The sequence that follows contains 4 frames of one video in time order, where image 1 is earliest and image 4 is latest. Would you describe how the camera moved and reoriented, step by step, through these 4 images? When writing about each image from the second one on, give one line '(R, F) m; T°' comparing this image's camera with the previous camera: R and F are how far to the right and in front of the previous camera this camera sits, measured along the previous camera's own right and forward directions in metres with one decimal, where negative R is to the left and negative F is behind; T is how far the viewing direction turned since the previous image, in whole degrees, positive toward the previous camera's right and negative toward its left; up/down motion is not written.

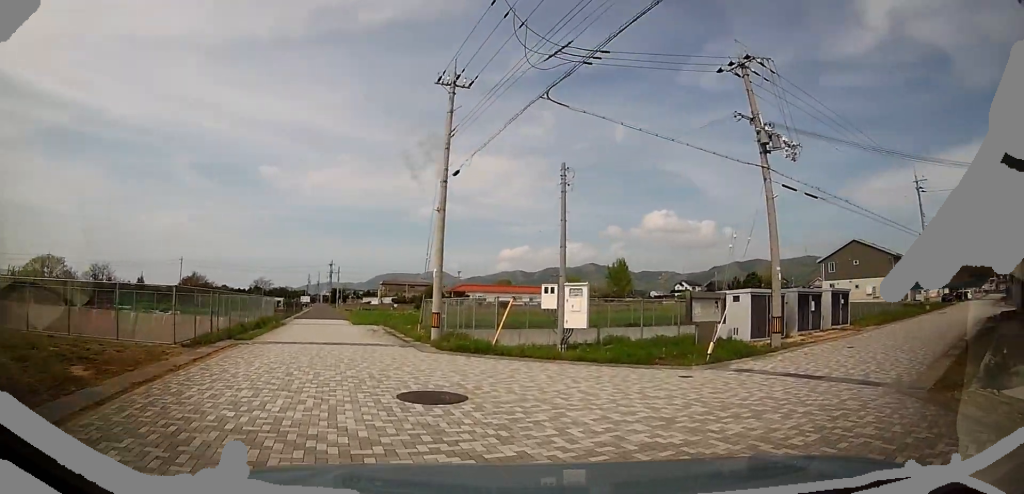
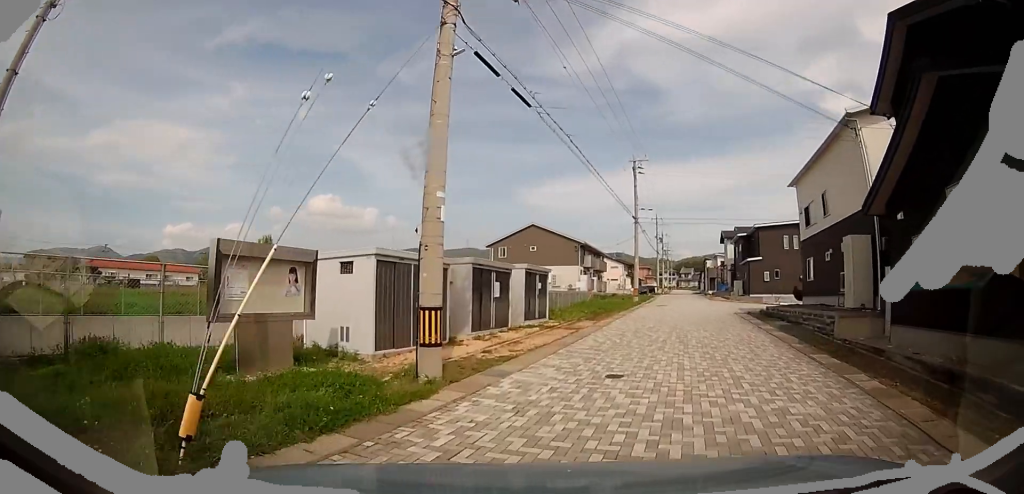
(+4.0, +7.9) m; +32°
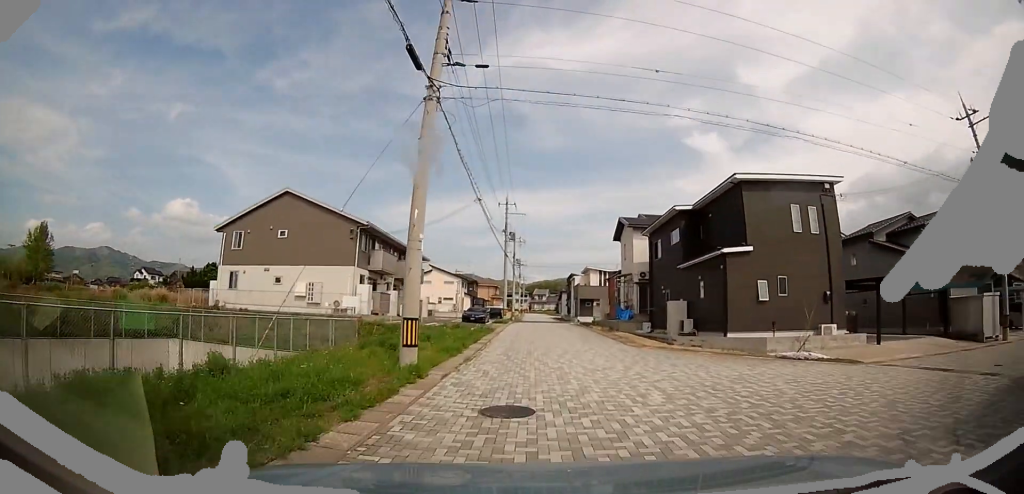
(-0.4, +23.9) m; +3°
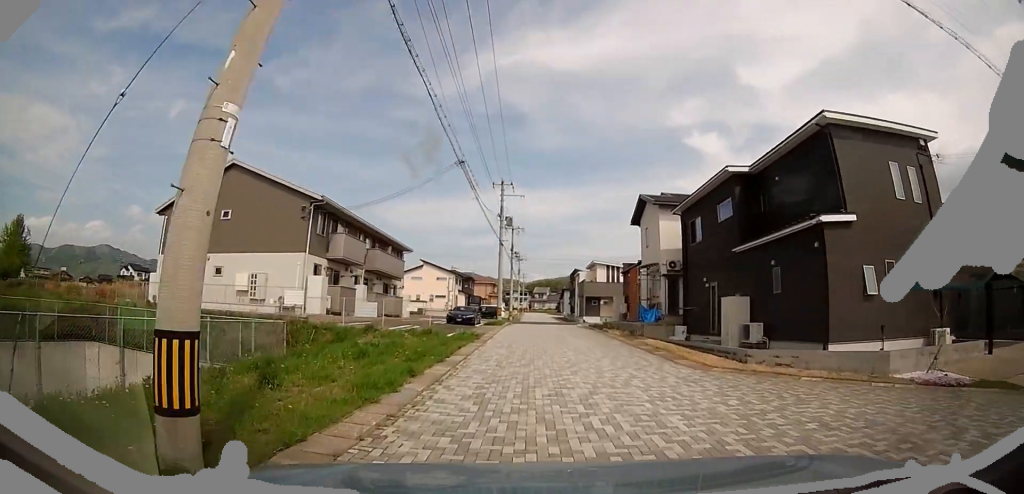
(+1.1, +6.3) m; +9°
